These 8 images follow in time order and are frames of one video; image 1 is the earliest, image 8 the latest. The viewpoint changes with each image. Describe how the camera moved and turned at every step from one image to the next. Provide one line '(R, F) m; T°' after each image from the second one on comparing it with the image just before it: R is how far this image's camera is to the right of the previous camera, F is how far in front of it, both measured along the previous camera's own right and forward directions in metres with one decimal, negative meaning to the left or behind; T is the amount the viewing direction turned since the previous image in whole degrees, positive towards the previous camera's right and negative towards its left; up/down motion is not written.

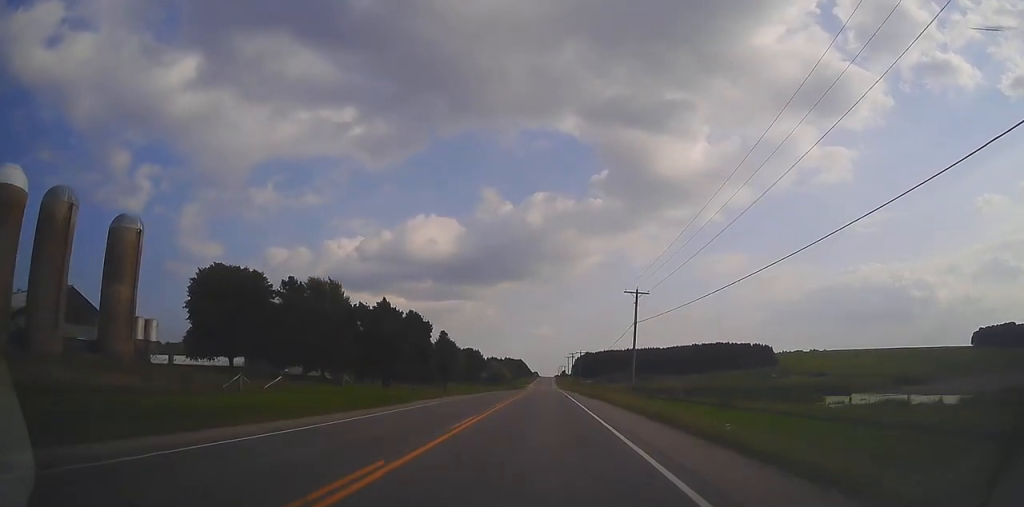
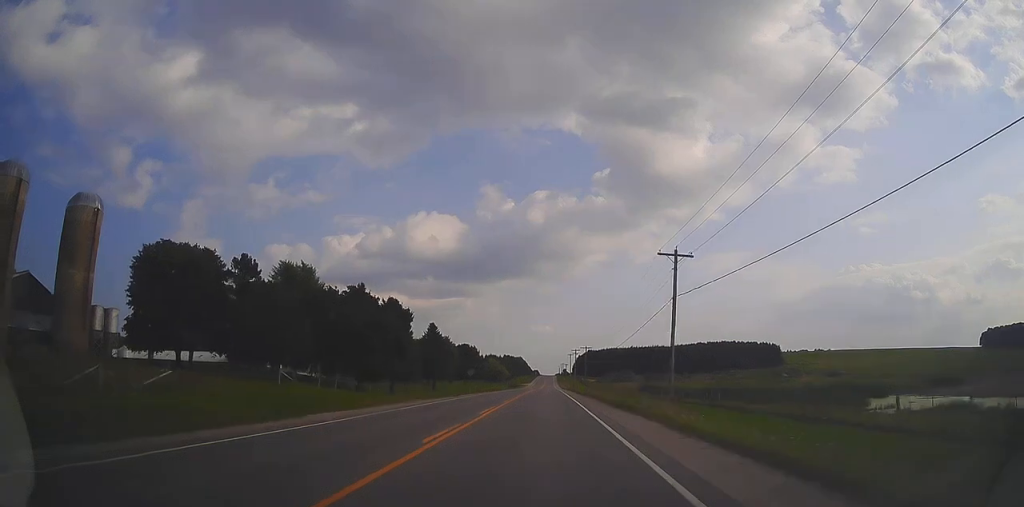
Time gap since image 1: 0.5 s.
(-0.2, +12.5) m; 0°
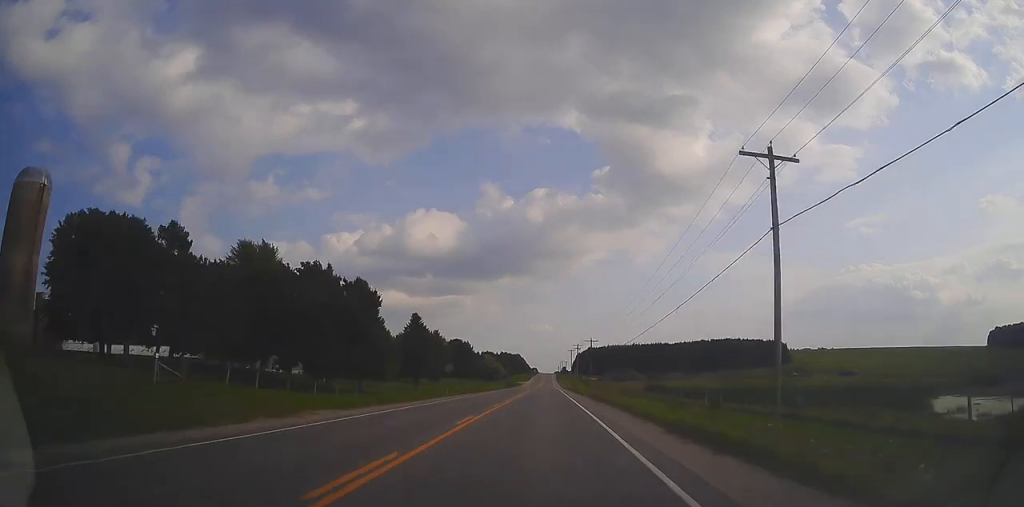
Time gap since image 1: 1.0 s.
(+0.1, +13.4) m; 0°
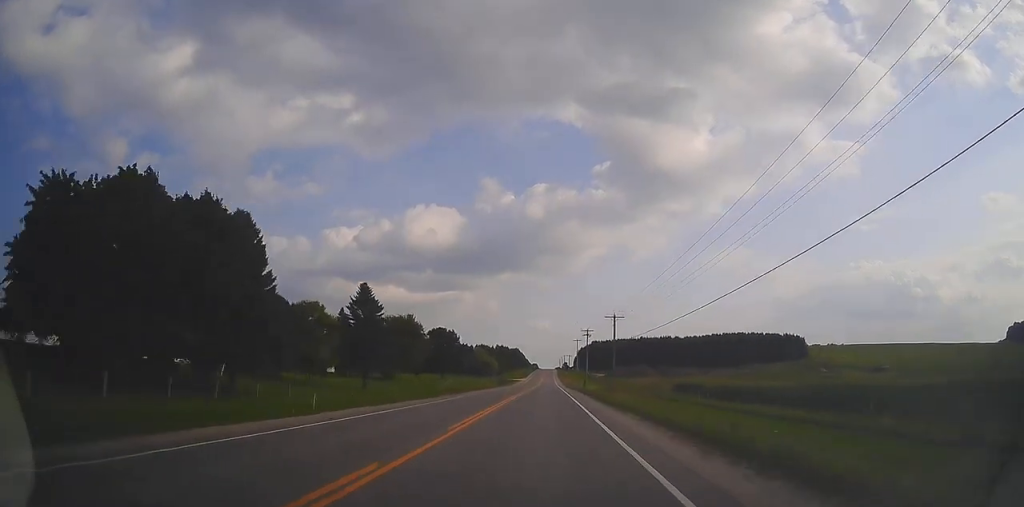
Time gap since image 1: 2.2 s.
(0.0, +28.5) m; 0°
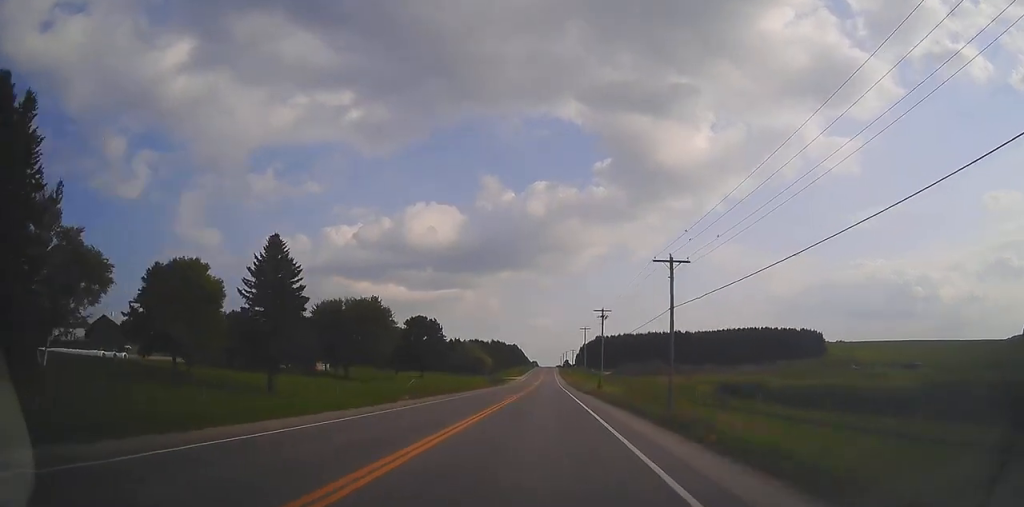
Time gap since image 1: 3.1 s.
(0.0, +24.4) m; 0°
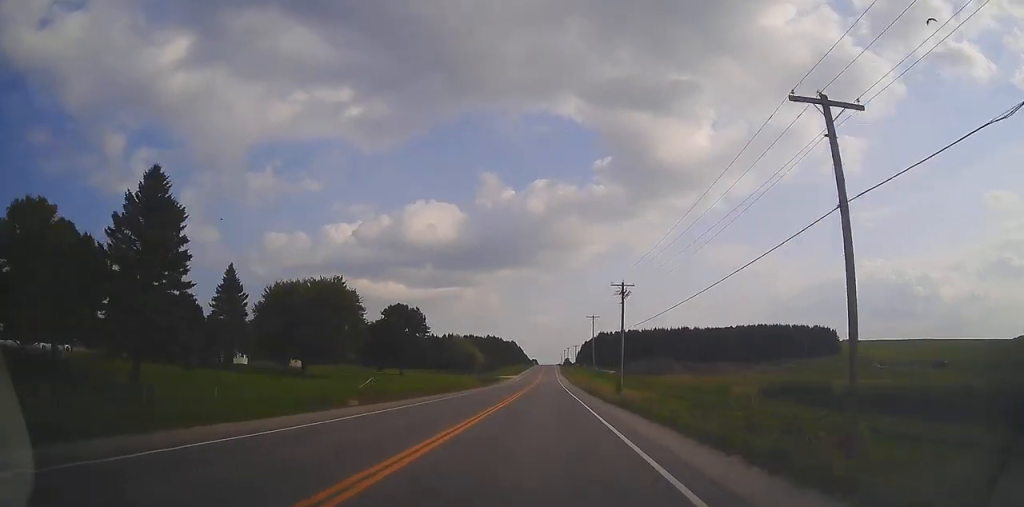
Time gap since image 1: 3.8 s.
(+0.1, +17.8) m; 0°
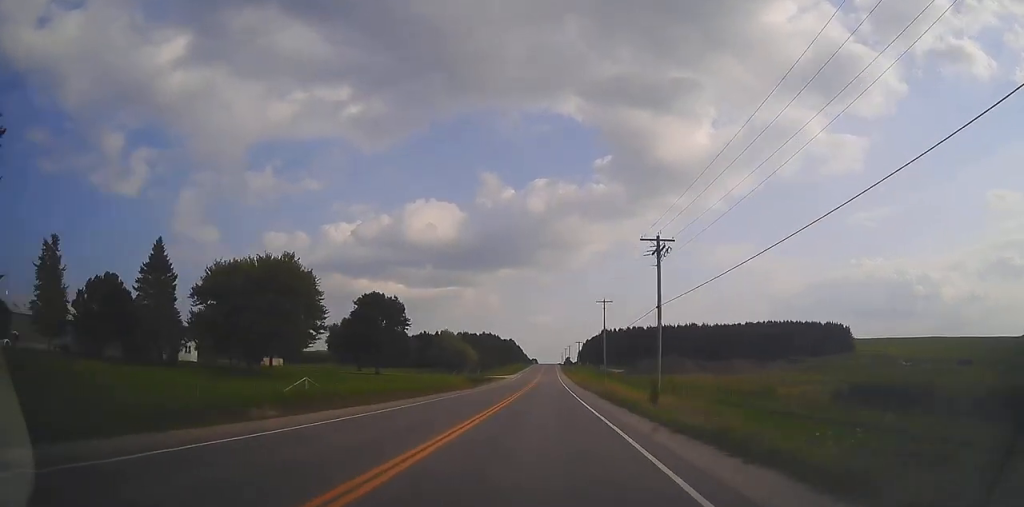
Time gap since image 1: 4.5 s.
(-0.2, +16.2) m; 0°
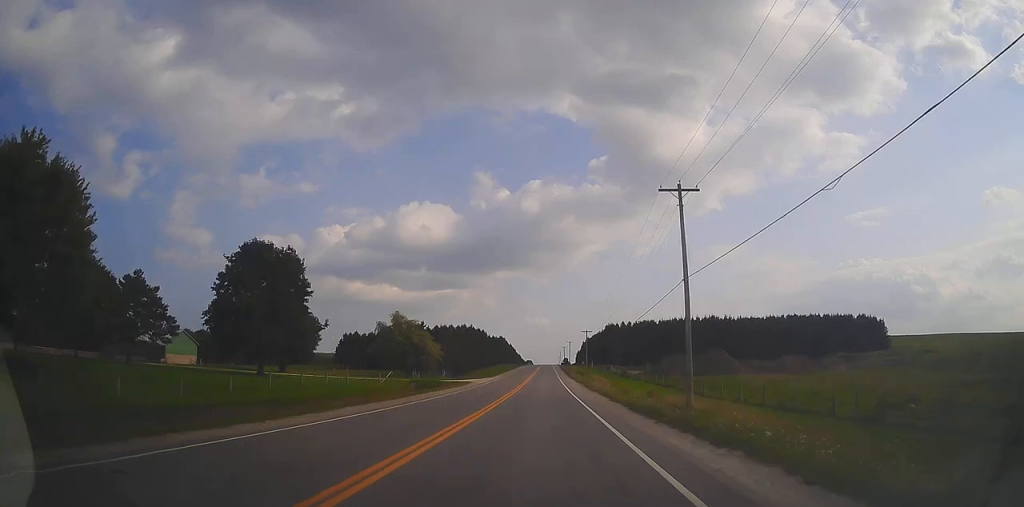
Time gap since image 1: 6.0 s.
(+0.1, +39.5) m; 0°
